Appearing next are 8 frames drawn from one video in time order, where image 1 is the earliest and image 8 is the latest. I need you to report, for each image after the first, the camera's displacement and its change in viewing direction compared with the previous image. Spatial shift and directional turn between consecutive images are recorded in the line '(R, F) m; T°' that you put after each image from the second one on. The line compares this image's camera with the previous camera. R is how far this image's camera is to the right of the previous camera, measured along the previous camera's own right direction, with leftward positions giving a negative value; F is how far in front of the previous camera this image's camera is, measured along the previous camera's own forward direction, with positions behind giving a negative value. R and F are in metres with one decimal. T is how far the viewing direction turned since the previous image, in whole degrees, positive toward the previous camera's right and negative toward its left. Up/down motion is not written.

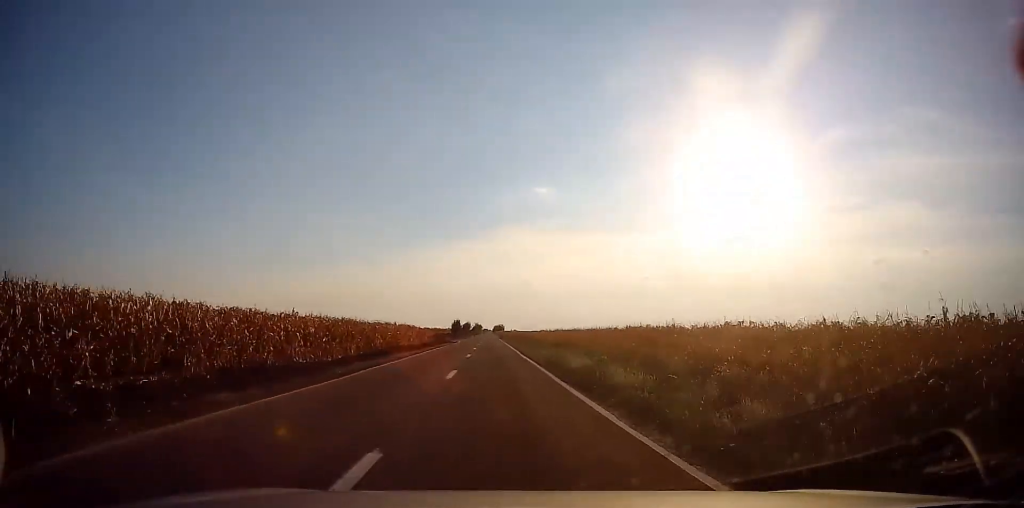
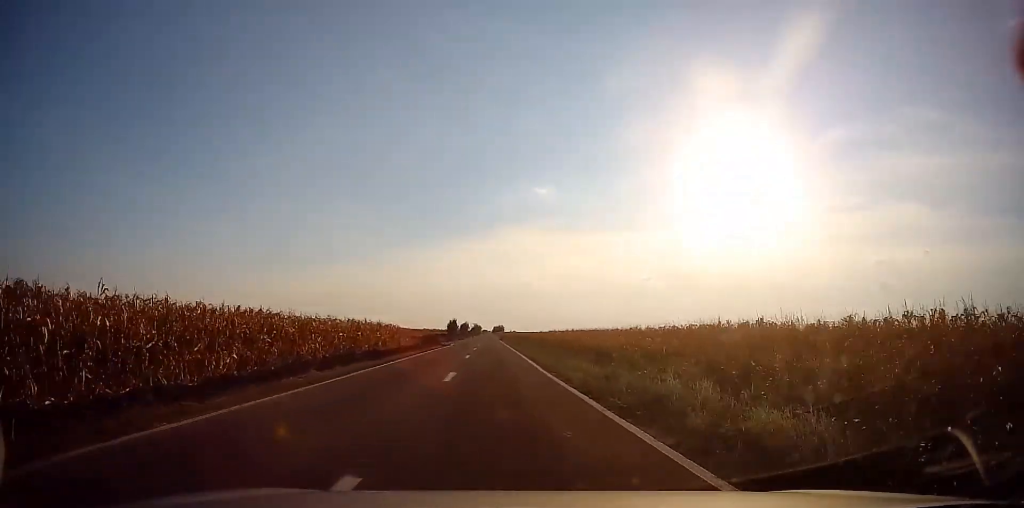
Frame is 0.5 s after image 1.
(-0.2, +12.8) m; -1°
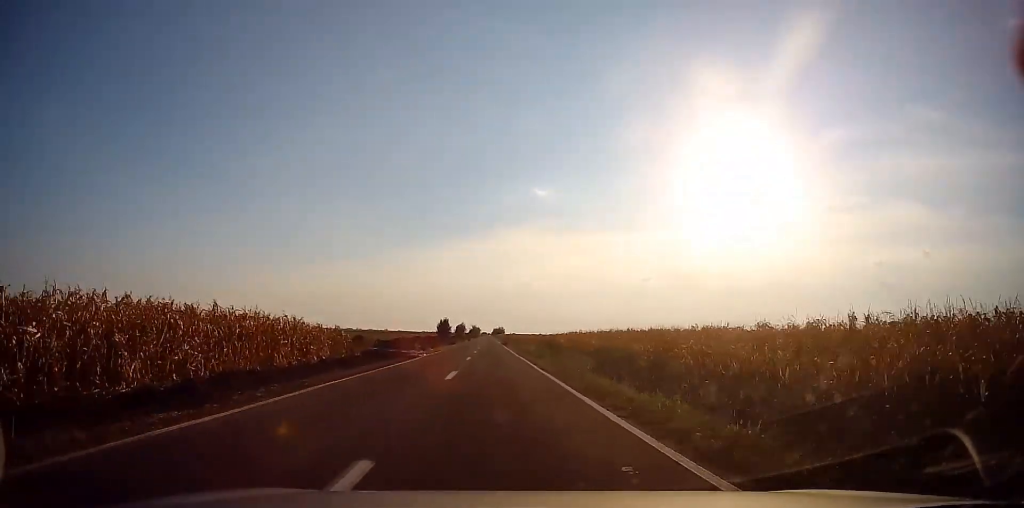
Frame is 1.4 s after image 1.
(-0.2, +23.5) m; 0°
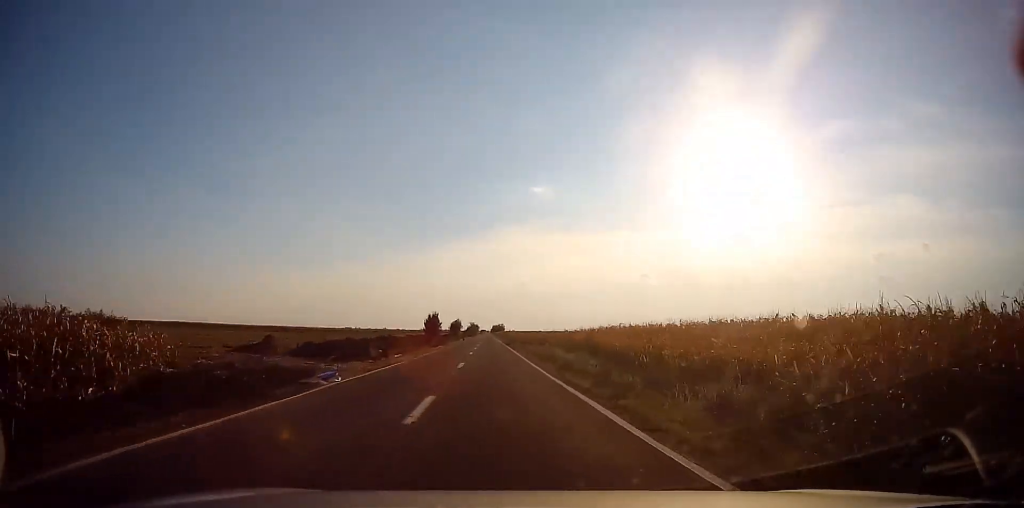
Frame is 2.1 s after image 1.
(0.0, +18.7) m; +1°
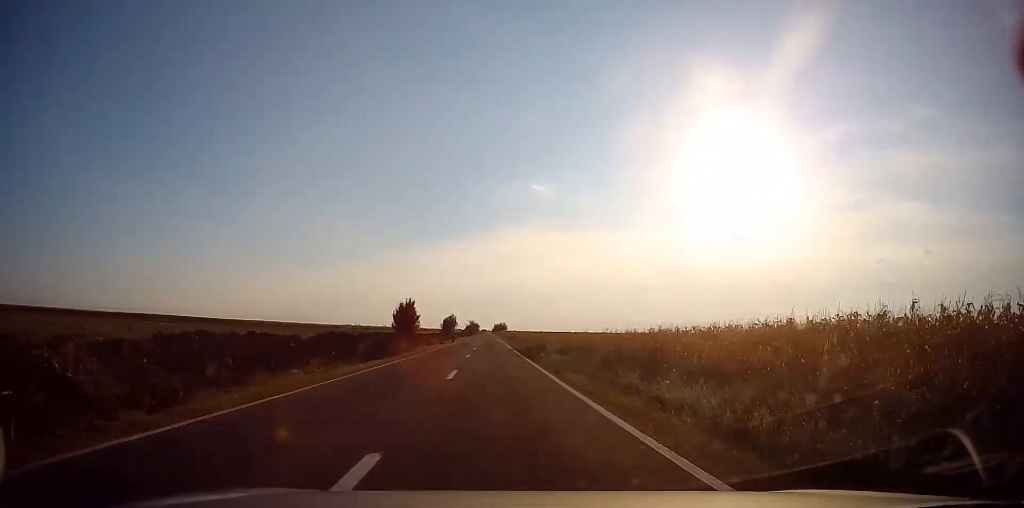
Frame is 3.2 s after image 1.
(+0.4, +29.5) m; -1°
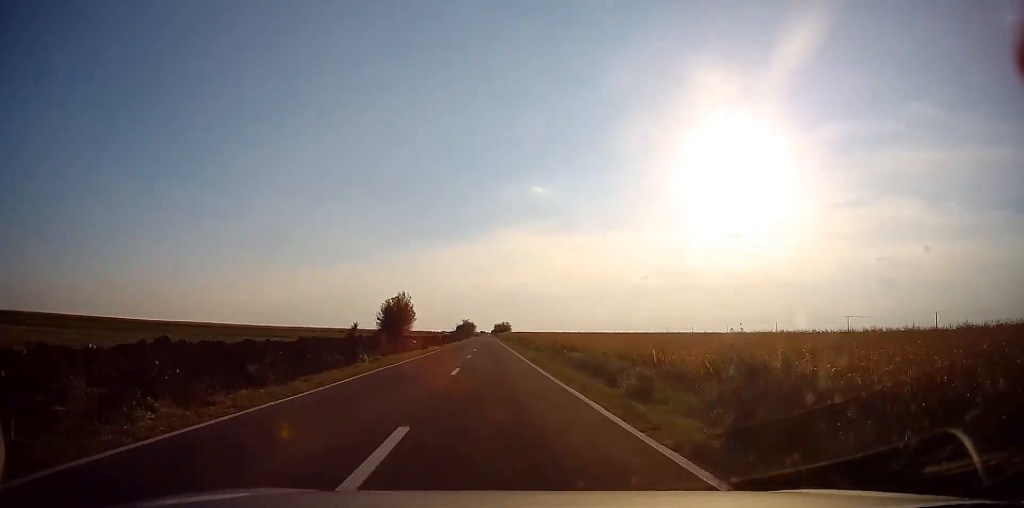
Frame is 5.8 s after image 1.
(-0.7, +70.3) m; 0°
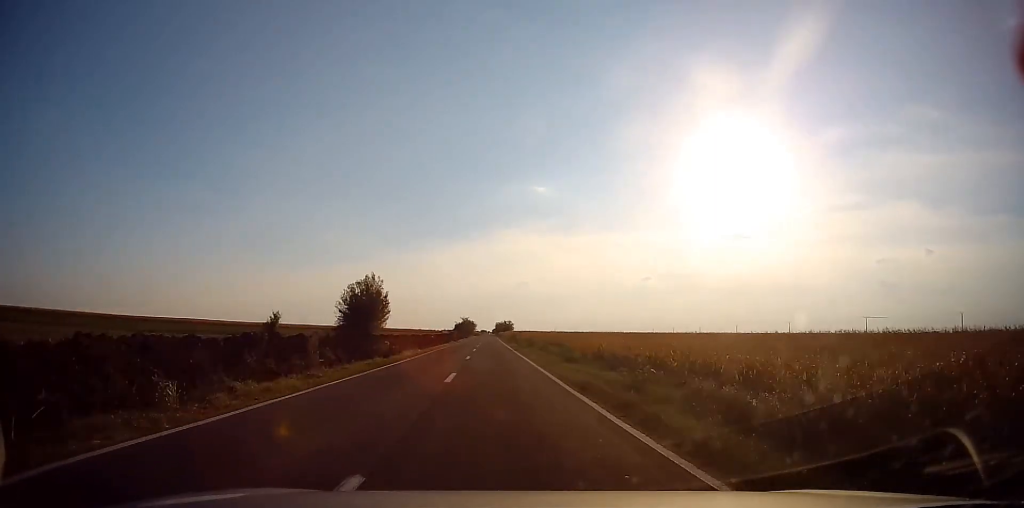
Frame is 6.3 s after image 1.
(+0.1, +14.5) m; 0°
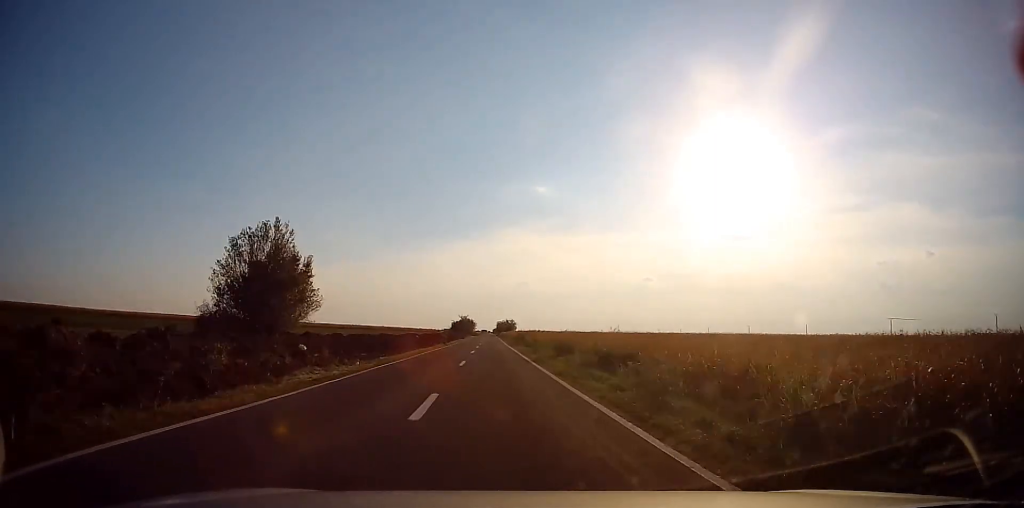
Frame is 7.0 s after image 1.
(+0.1, +18.1) m; 0°
